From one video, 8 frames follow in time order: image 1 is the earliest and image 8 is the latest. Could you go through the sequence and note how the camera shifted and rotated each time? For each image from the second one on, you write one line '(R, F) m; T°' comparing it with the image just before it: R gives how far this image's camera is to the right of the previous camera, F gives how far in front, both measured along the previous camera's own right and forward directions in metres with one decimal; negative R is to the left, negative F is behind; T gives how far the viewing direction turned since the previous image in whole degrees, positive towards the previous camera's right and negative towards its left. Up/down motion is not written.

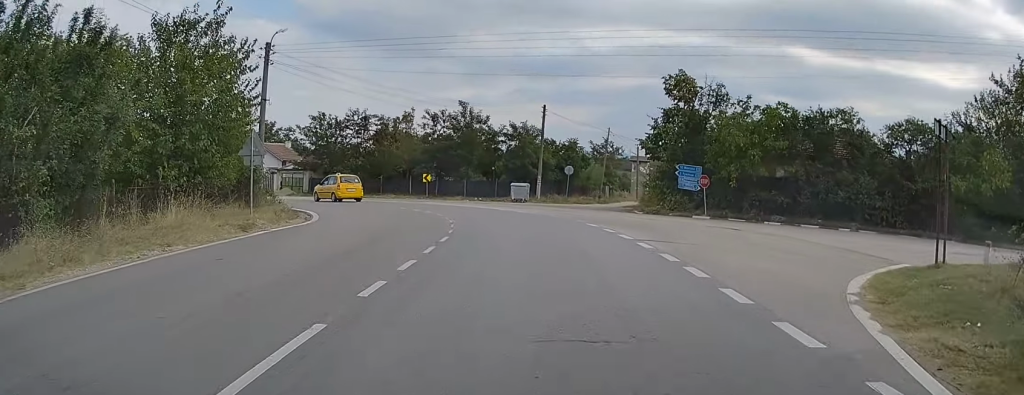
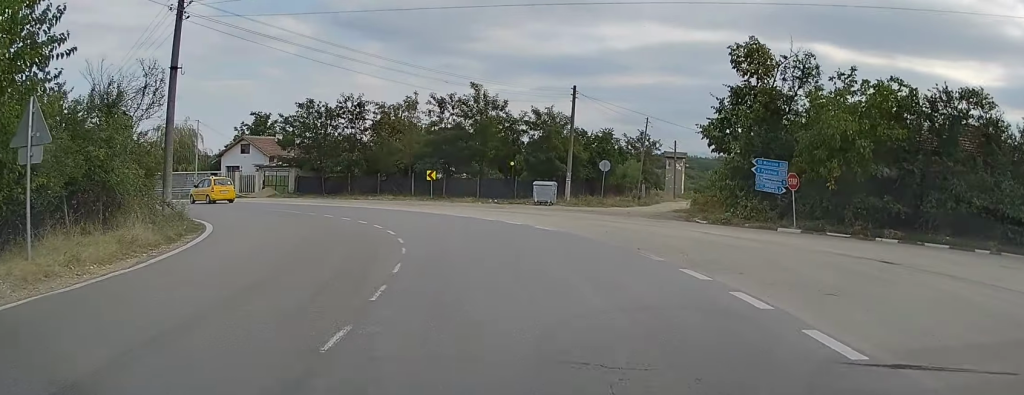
(0.0, +10.6) m; -3°
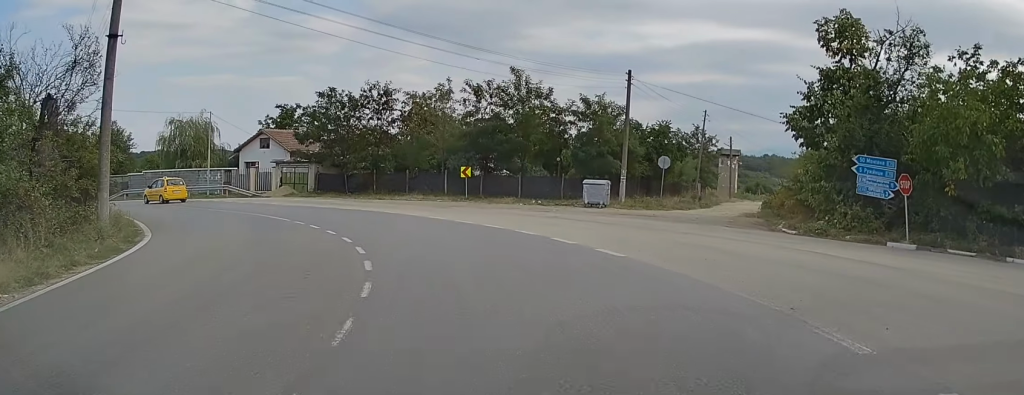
(-0.2, +6.0) m; -5°
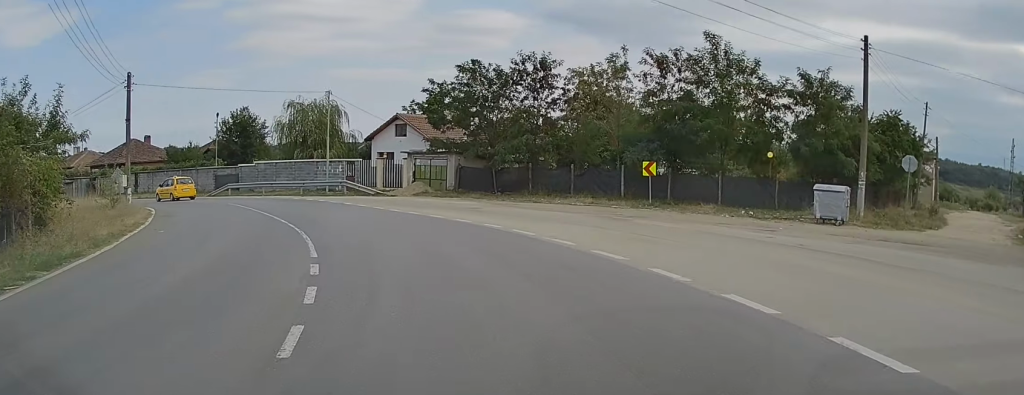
(-1.0, +10.6) m; -13°
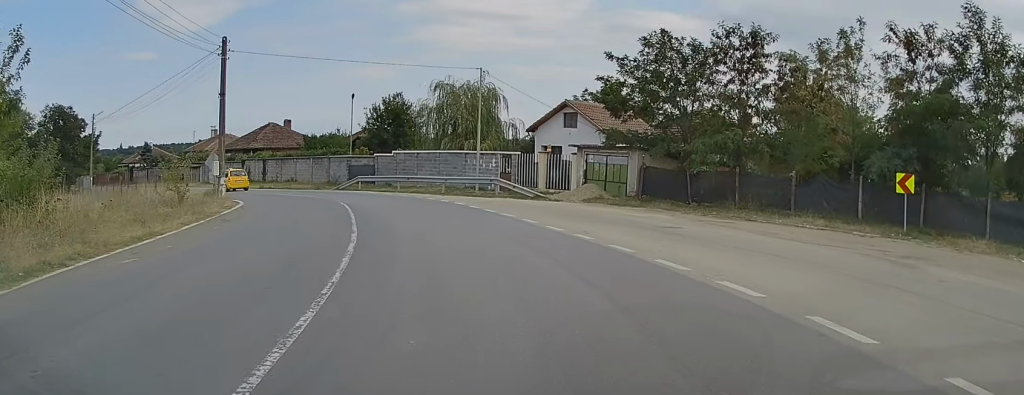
(-1.0, +8.9) m; -10°
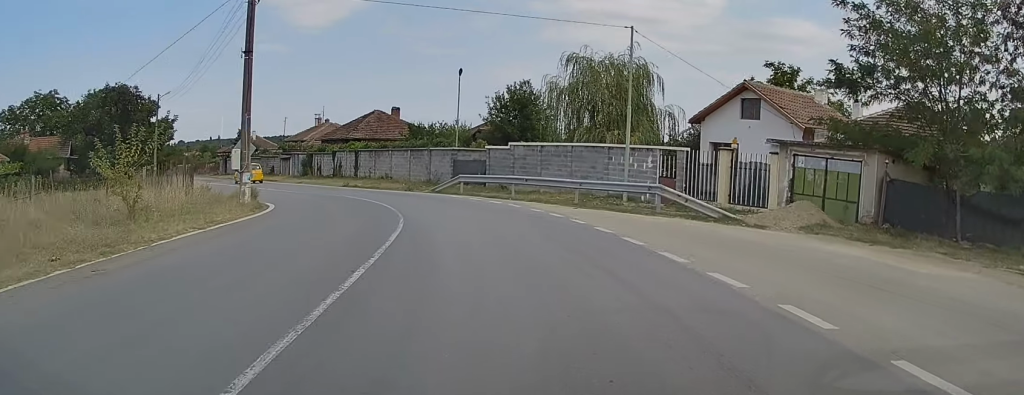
(-0.8, +11.7) m; -12°
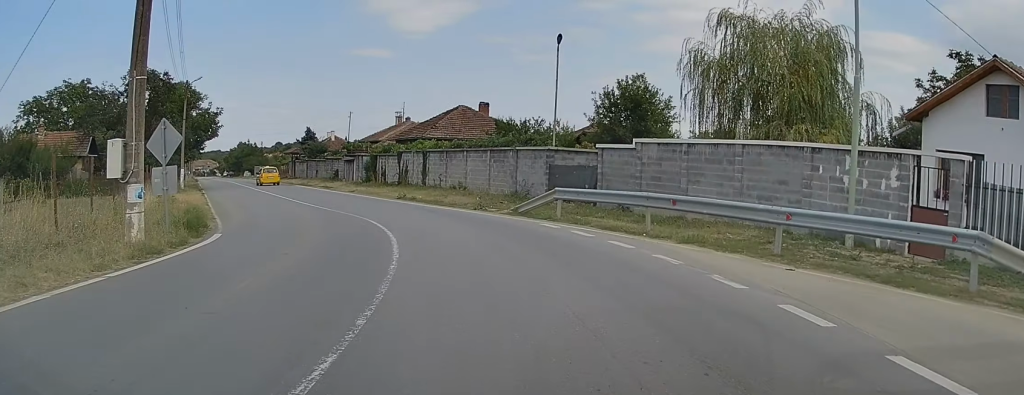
(-1.6, +12.1) m; -10°
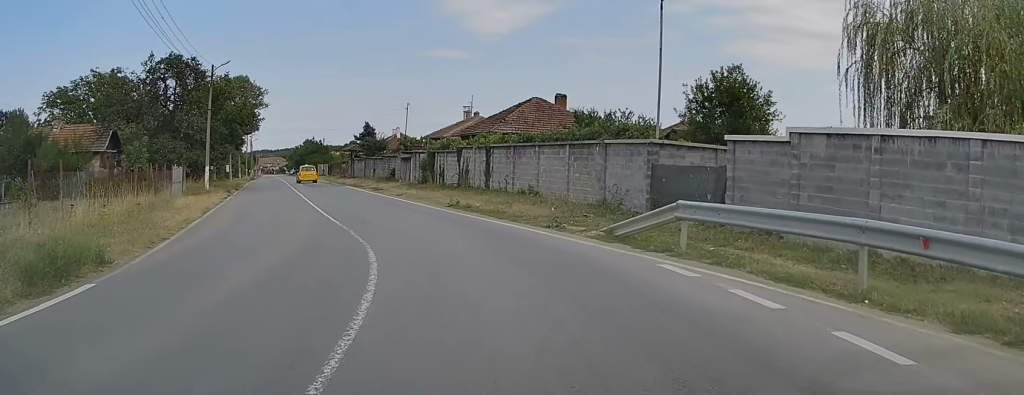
(0.0, +7.6) m; -5°
